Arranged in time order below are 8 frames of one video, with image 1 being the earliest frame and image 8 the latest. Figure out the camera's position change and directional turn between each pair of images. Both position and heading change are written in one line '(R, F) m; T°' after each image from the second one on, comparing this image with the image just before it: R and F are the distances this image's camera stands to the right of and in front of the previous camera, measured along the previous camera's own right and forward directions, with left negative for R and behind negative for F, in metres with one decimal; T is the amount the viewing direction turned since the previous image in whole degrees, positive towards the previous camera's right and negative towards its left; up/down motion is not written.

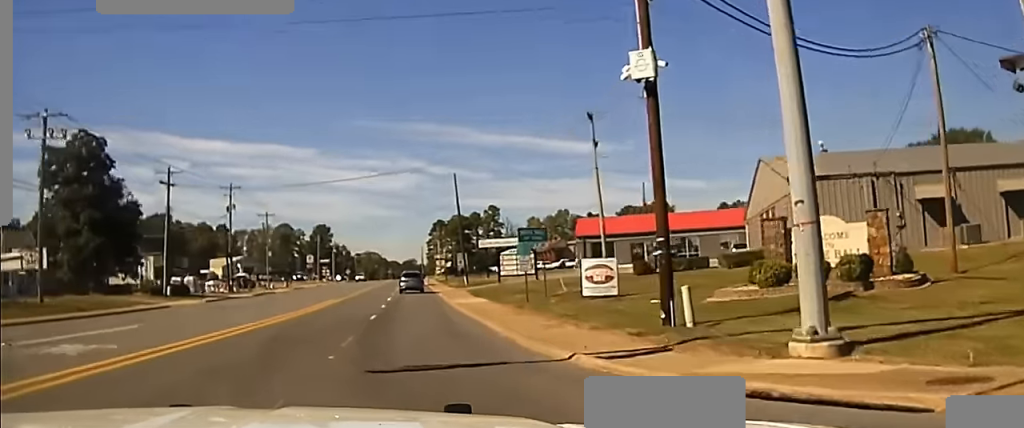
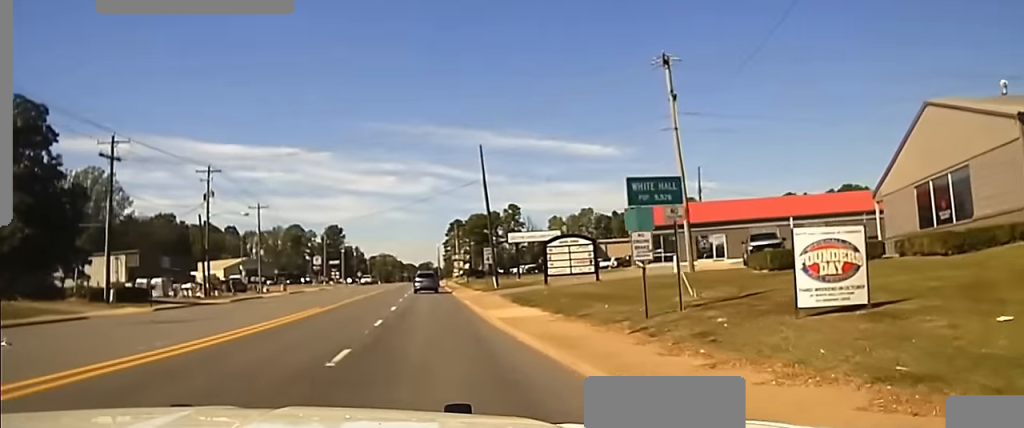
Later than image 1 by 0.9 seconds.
(-0.3, +16.9) m; -1°
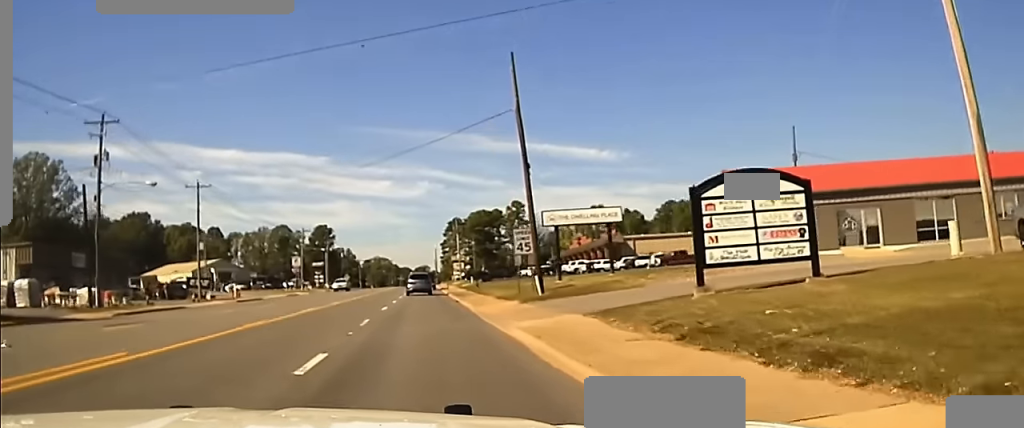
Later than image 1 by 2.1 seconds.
(+0.1, +26.4) m; +1°
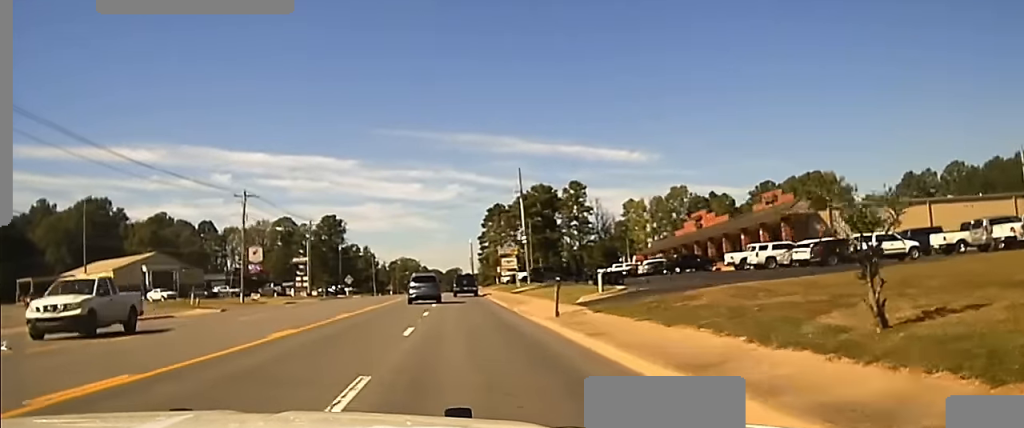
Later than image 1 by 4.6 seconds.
(-0.7, +65.3) m; -2°
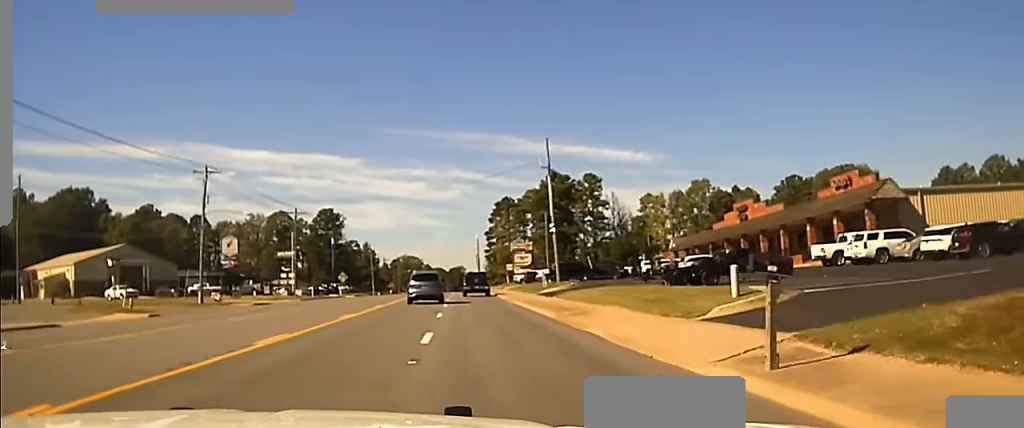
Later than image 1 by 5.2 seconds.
(-0.1, +14.7) m; 0°
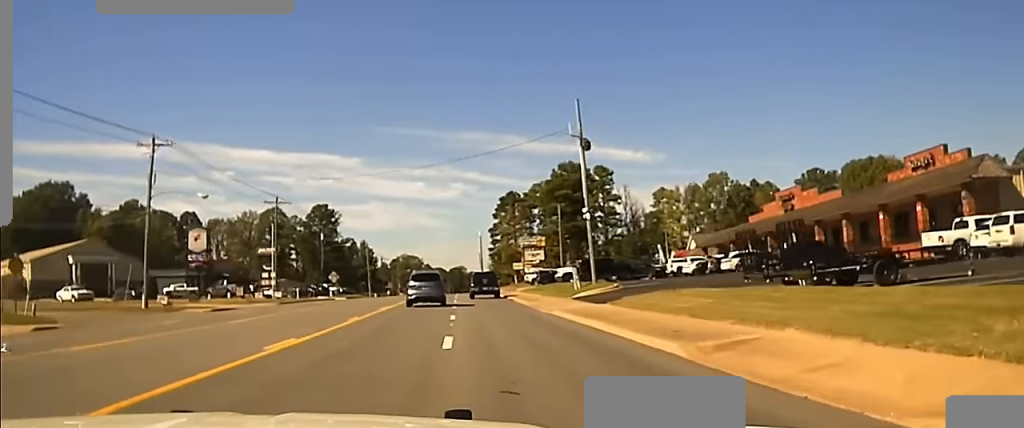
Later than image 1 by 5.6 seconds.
(0.0, +13.0) m; 0°
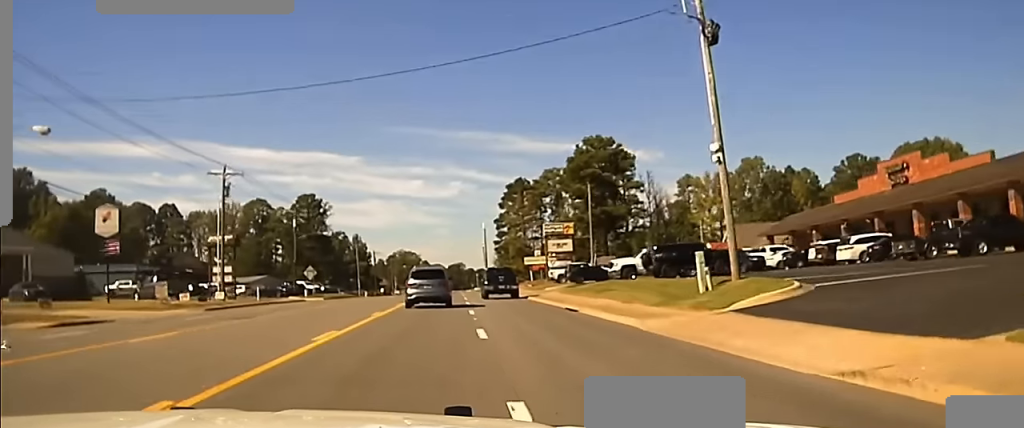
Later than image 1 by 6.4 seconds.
(-0.1, +23.1) m; 0°
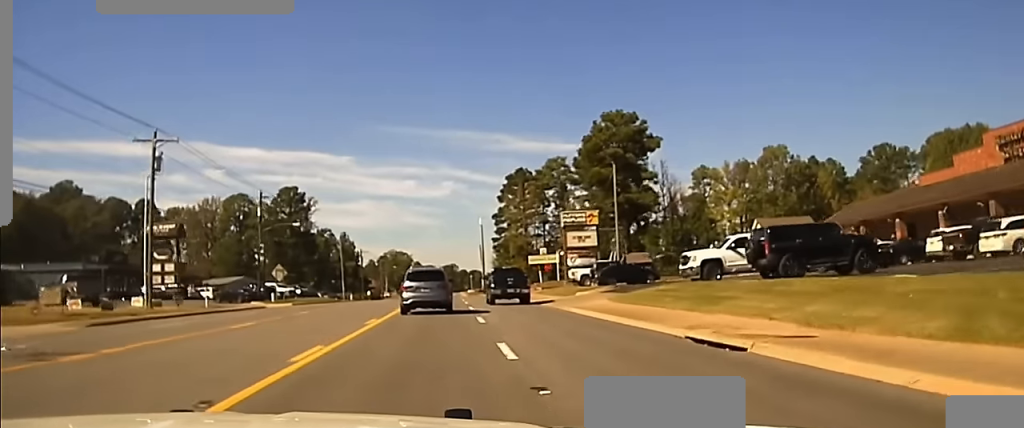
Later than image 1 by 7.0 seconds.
(-0.2, +16.2) m; 0°
